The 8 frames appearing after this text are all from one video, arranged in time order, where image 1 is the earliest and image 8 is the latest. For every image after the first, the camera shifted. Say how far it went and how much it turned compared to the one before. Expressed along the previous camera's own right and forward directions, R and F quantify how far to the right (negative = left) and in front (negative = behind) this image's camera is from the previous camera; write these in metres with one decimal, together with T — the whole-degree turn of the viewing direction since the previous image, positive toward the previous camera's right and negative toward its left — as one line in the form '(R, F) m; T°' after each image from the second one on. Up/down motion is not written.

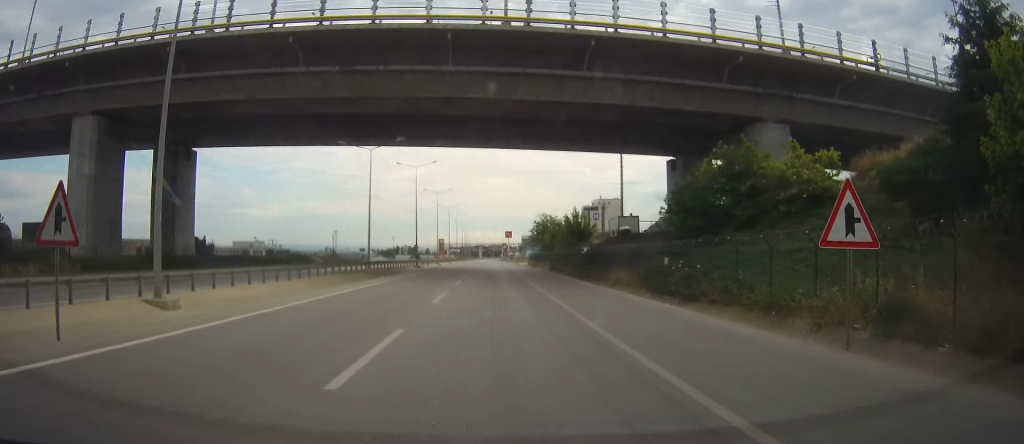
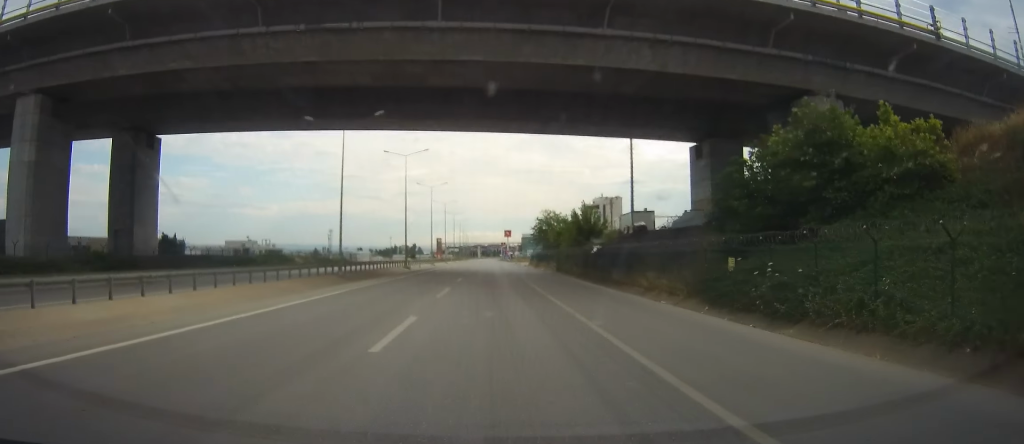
(+0.4, +9.3) m; 0°
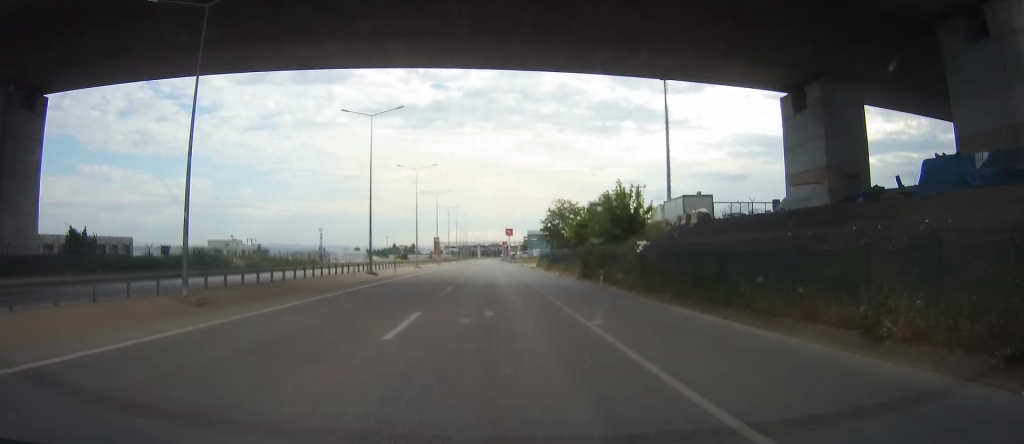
(-0.4, +22.9) m; 0°
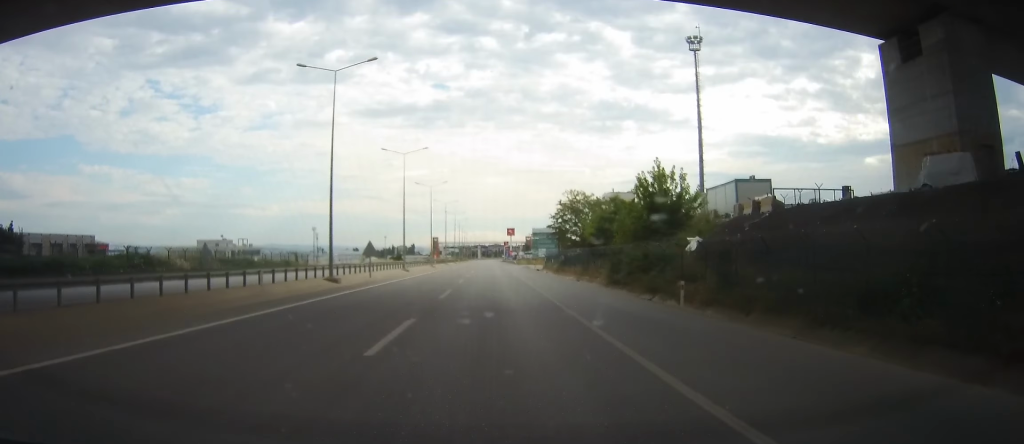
(+0.5, +13.6) m; +2°
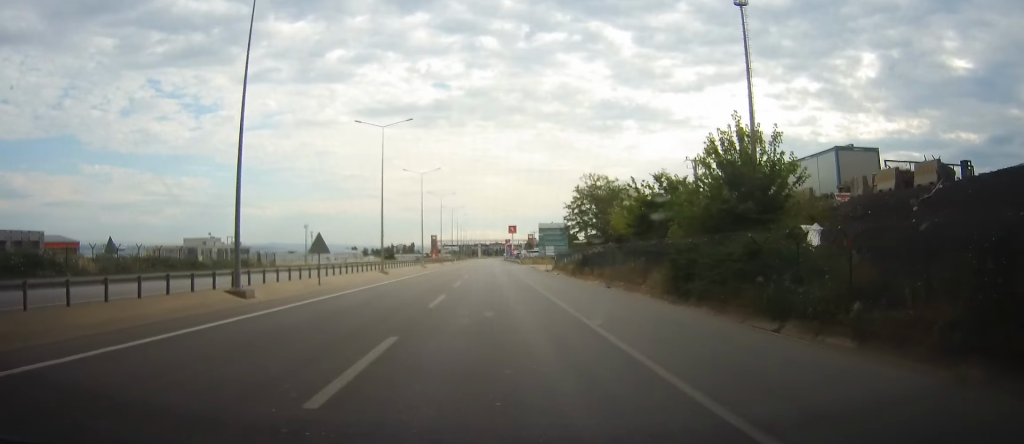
(+0.1, +15.1) m; -1°
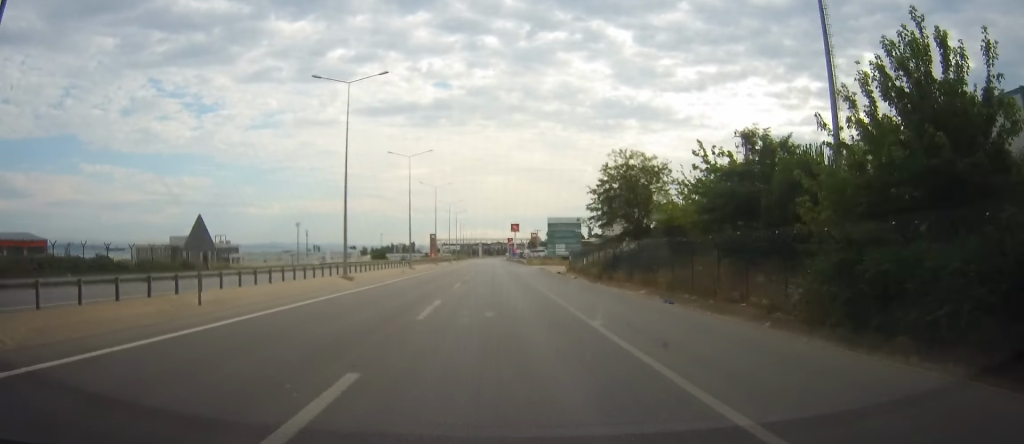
(-0.2, +16.0) m; 0°
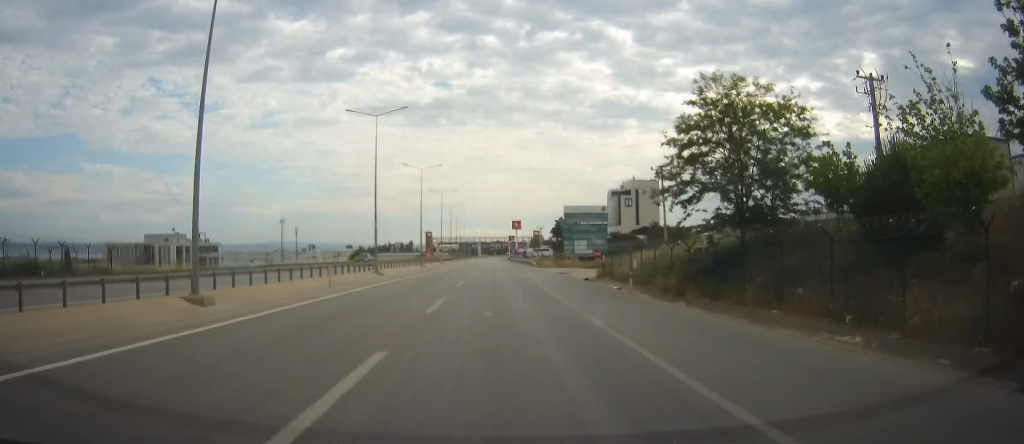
(+0.2, +22.6) m; -1°
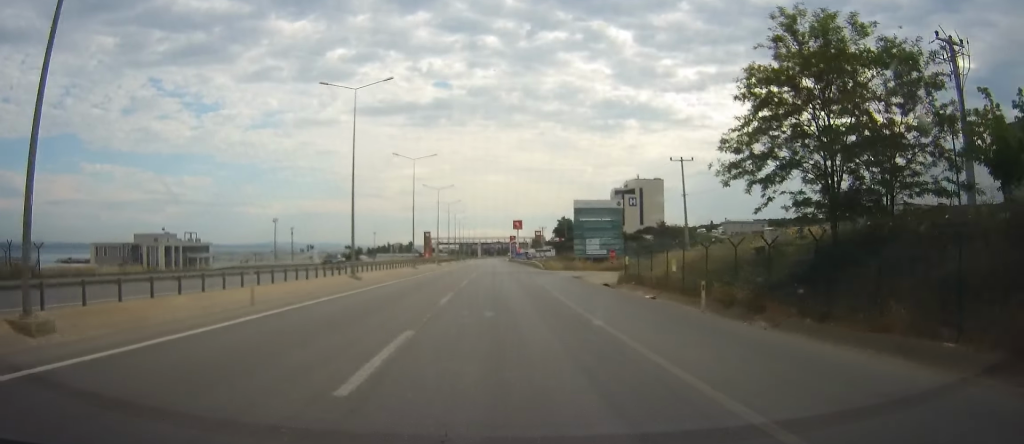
(-0.4, +9.3) m; -1°
